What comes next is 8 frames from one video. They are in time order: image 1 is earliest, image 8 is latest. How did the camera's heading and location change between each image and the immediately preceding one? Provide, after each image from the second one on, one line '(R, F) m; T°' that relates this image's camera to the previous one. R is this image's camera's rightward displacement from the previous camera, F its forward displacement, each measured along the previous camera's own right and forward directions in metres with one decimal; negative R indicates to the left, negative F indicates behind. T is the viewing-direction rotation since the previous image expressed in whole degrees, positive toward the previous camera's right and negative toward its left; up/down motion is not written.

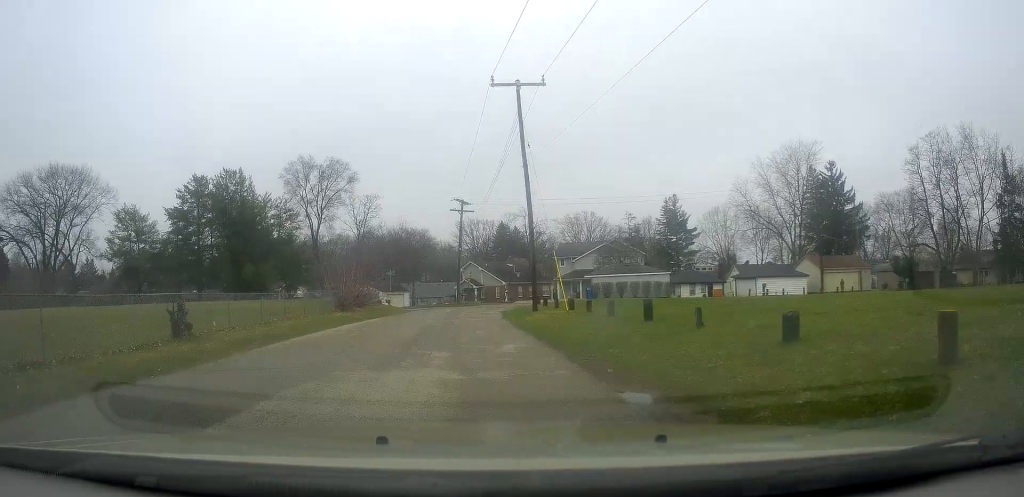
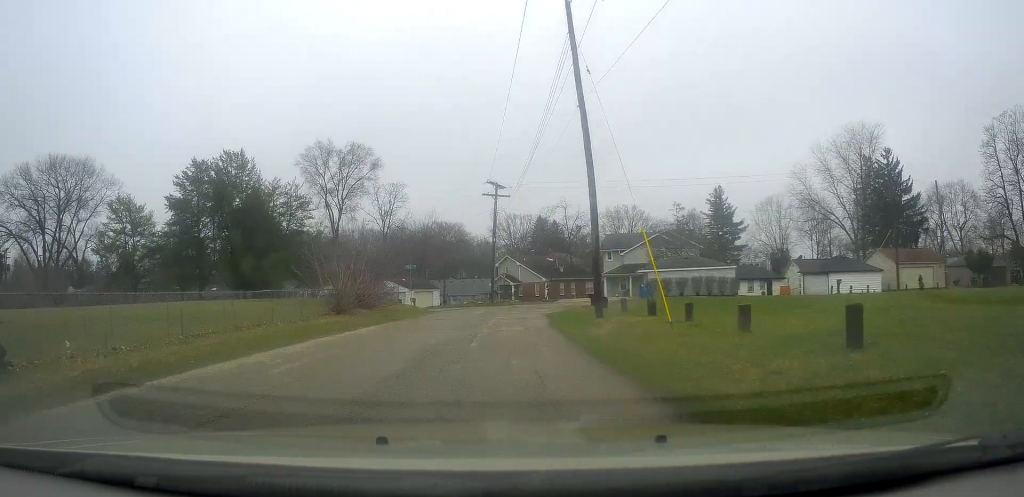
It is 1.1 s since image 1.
(-0.4, +7.5) m; -3°
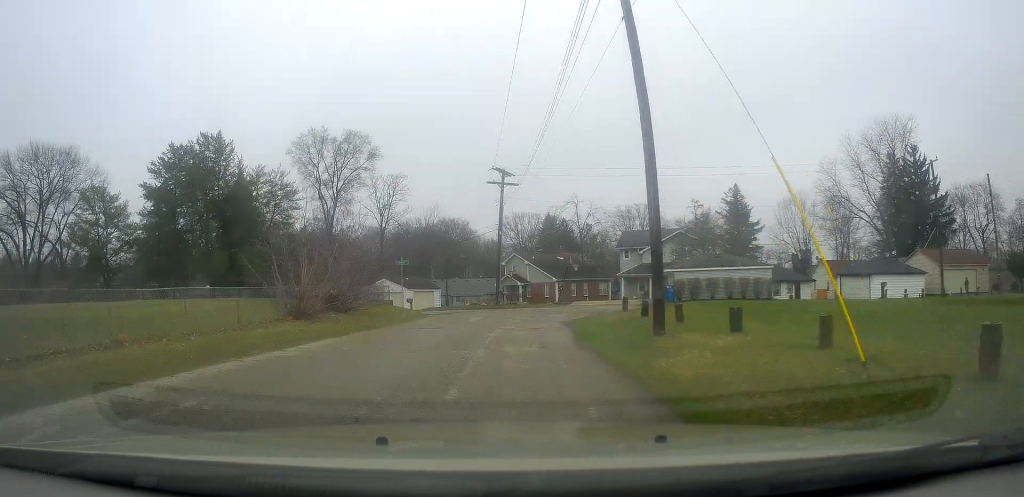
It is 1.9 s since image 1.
(0.0, +5.7) m; -2°
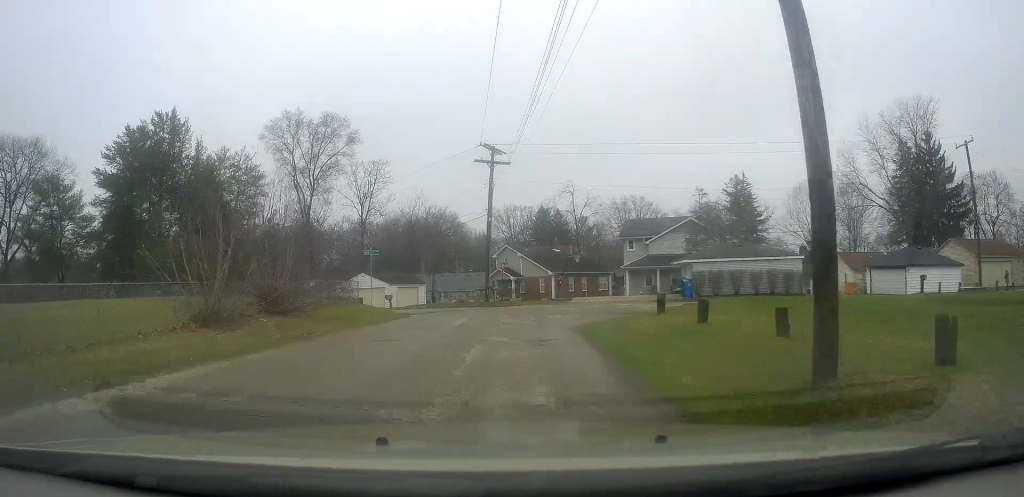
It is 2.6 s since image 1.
(-0.1, +5.9) m; -1°
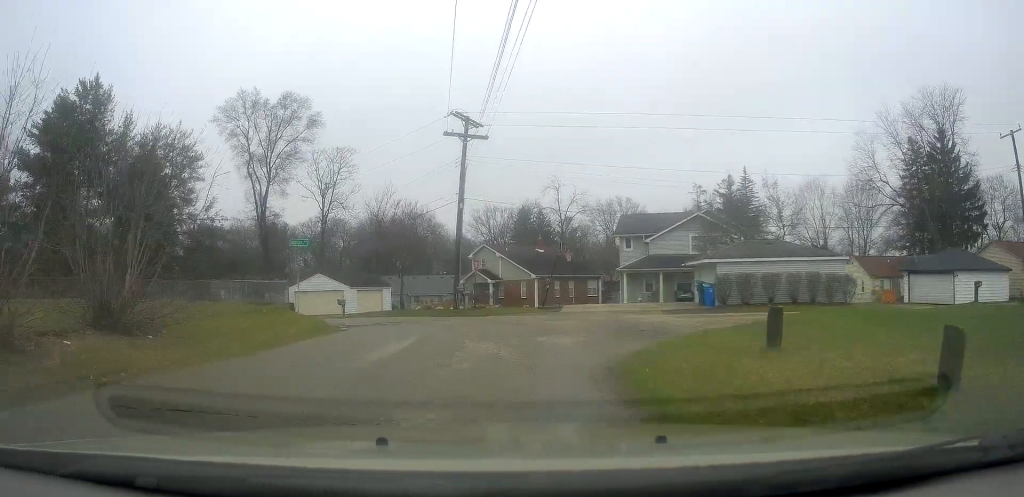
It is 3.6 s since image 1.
(-0.1, +7.8) m; +1°
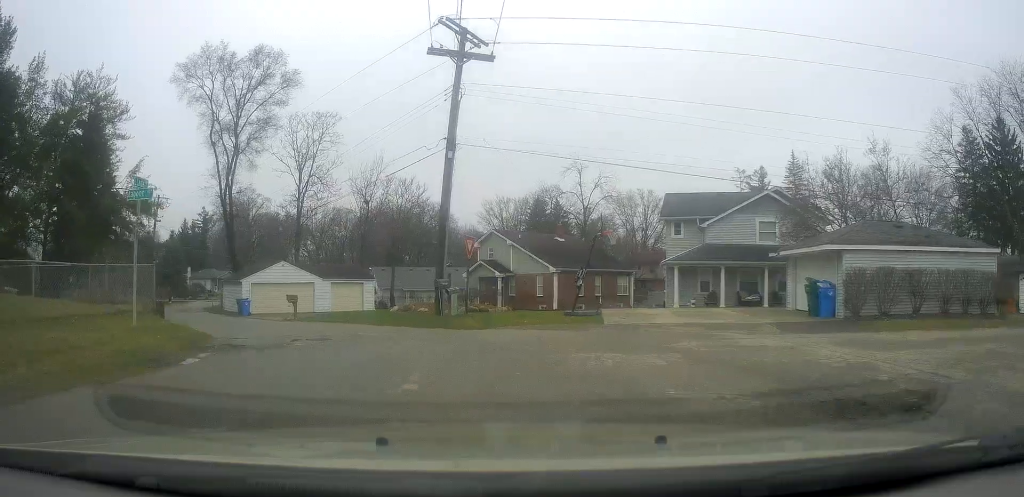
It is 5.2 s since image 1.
(+0.4, +11.7) m; +2°
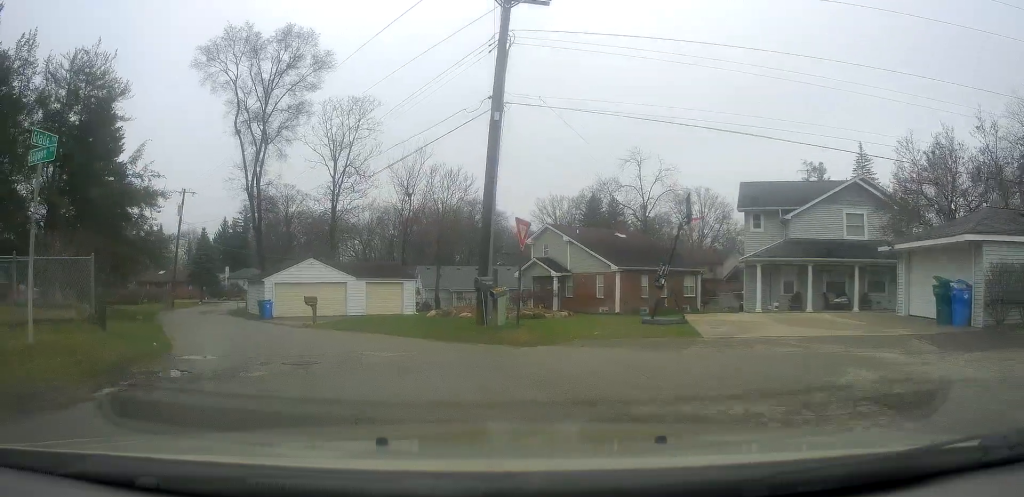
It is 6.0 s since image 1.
(0.0, +4.9) m; -6°
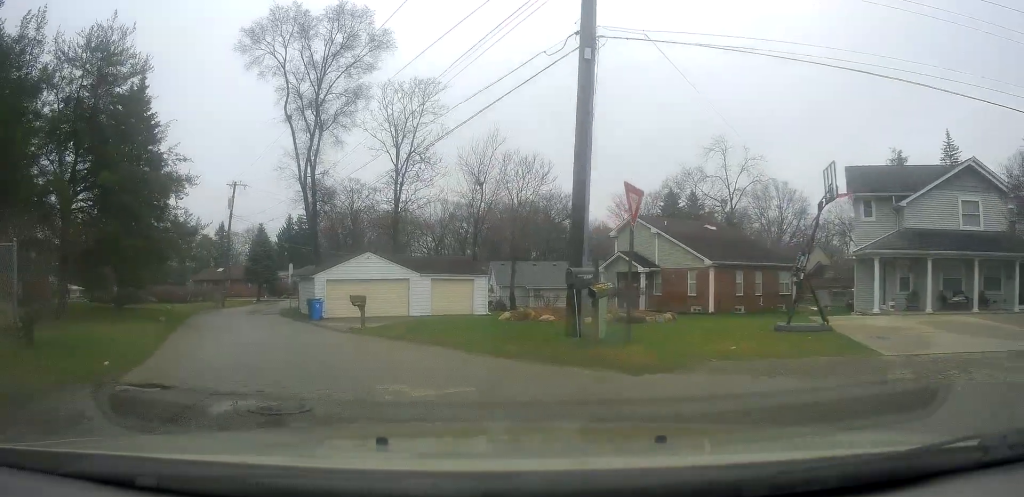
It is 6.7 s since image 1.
(-0.3, +4.3) m; -7°
